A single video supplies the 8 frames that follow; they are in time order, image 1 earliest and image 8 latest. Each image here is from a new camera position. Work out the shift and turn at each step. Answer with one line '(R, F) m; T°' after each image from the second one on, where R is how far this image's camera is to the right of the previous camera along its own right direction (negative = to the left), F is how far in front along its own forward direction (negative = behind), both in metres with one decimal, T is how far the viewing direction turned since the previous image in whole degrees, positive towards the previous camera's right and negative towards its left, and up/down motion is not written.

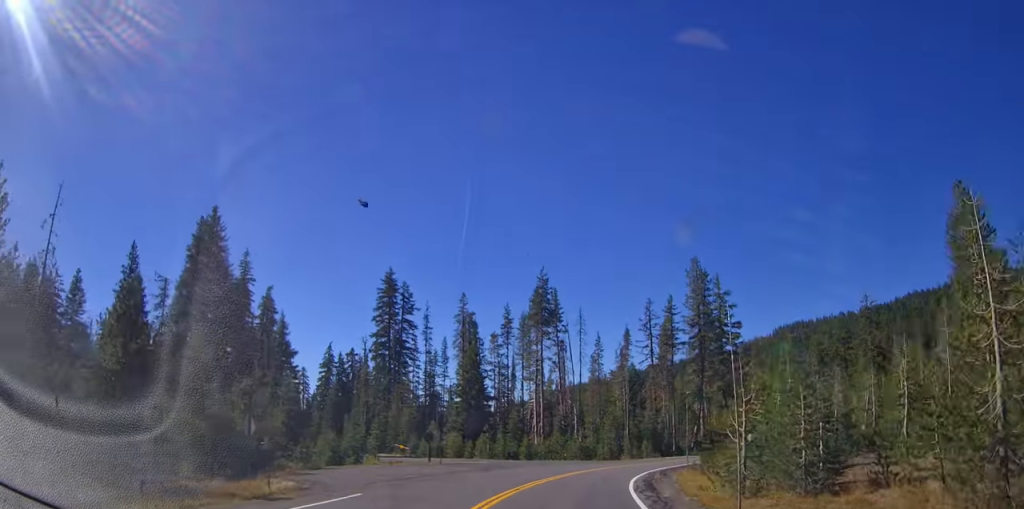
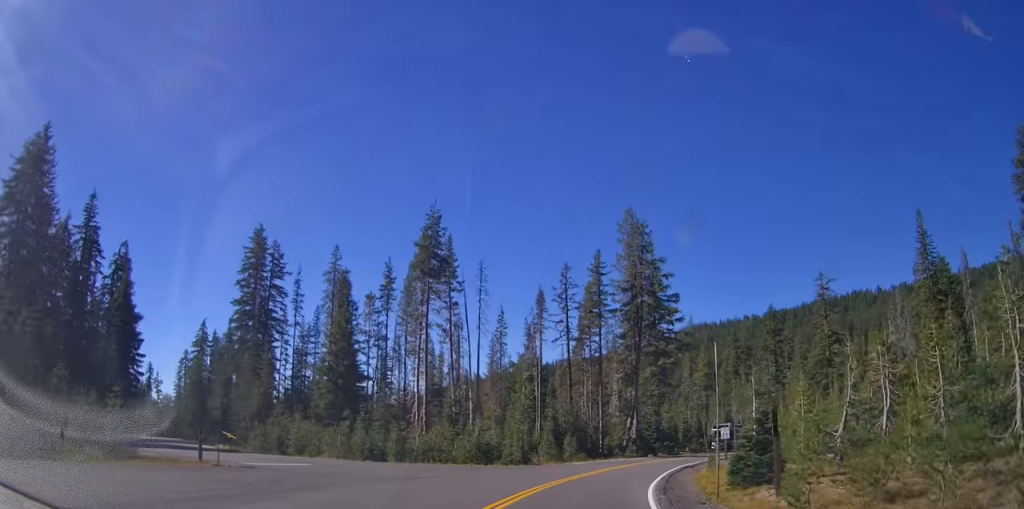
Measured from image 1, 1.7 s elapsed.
(+0.4, +19.2) m; +1°
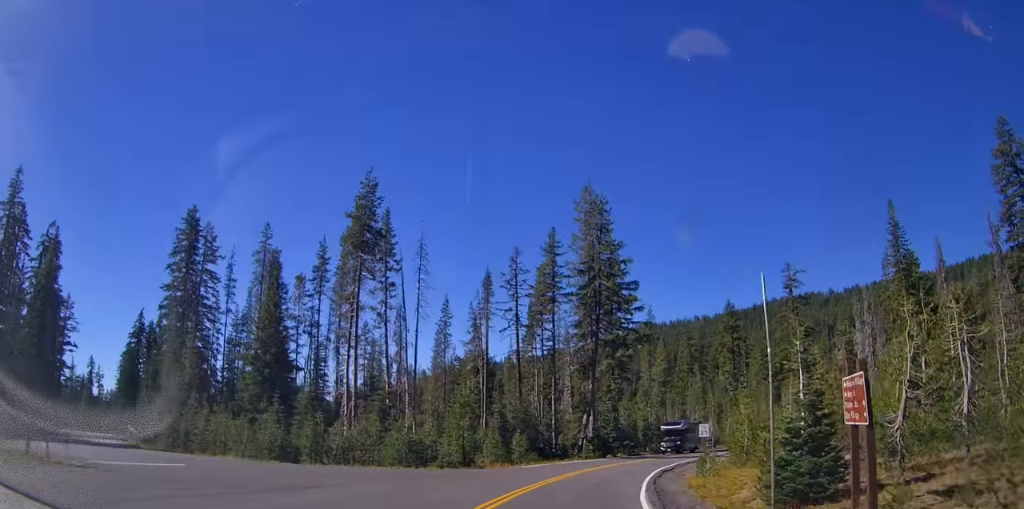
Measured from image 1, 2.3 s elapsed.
(0.0, +6.6) m; 0°
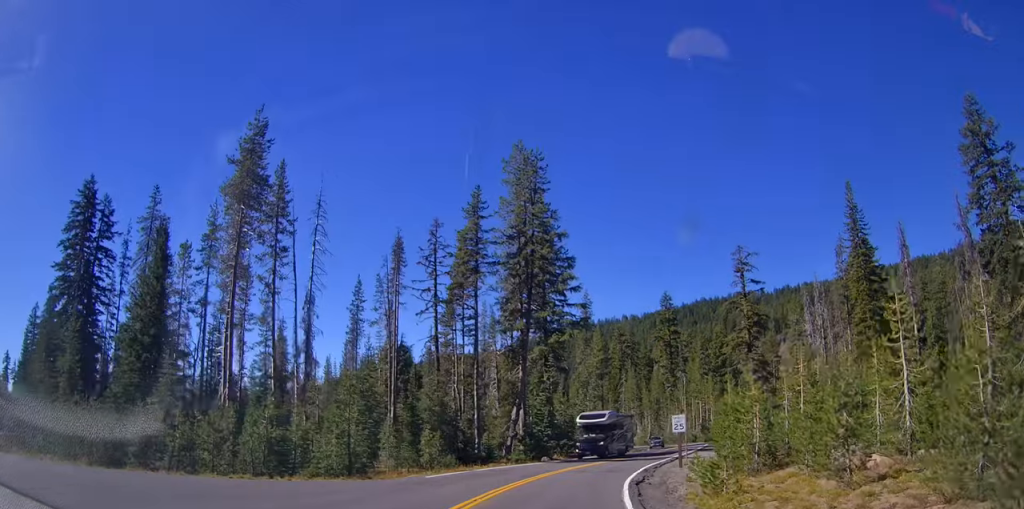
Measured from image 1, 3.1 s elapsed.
(0.0, +9.4) m; 0°
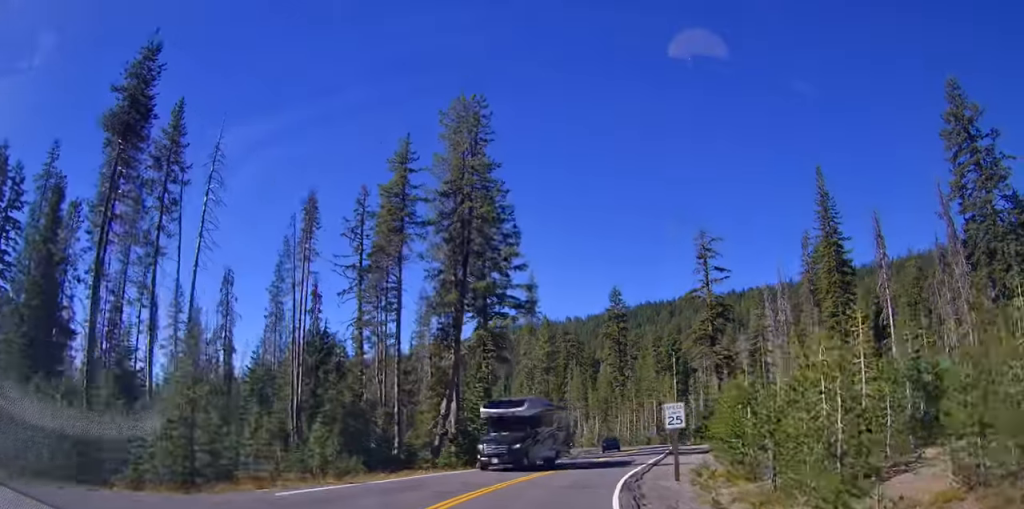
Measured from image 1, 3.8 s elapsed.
(0.0, +8.5) m; 0°
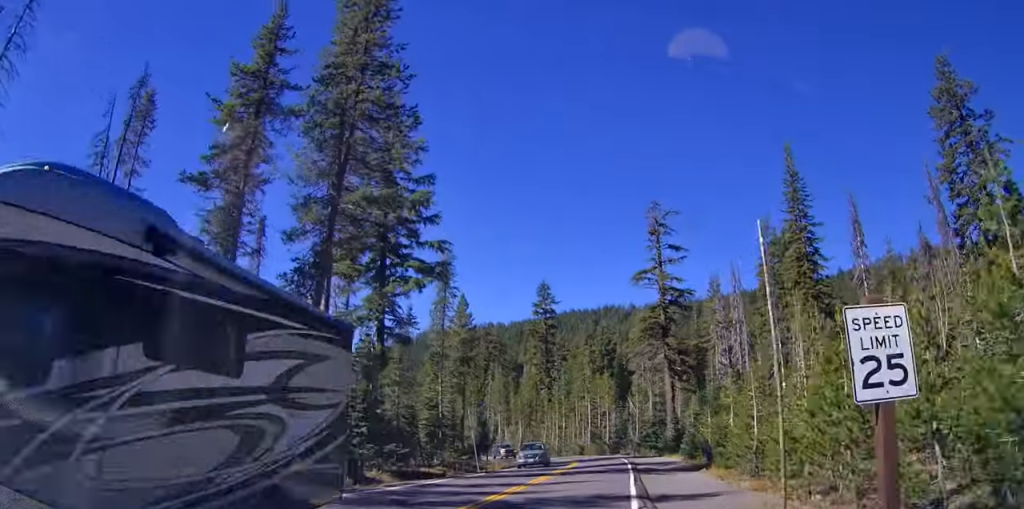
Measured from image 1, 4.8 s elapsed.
(0.0, +13.3) m; +1°
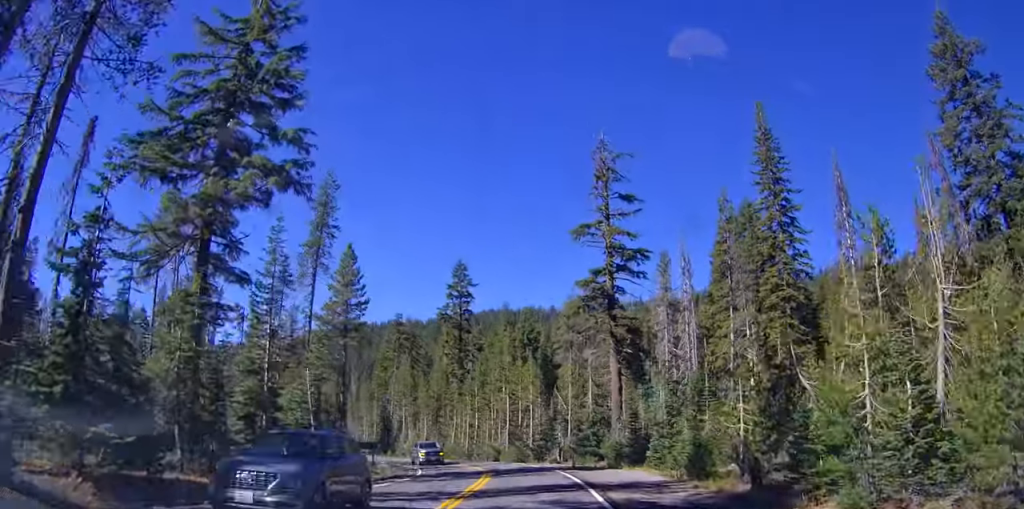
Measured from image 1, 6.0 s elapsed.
(+0.1, +14.9) m; +12°
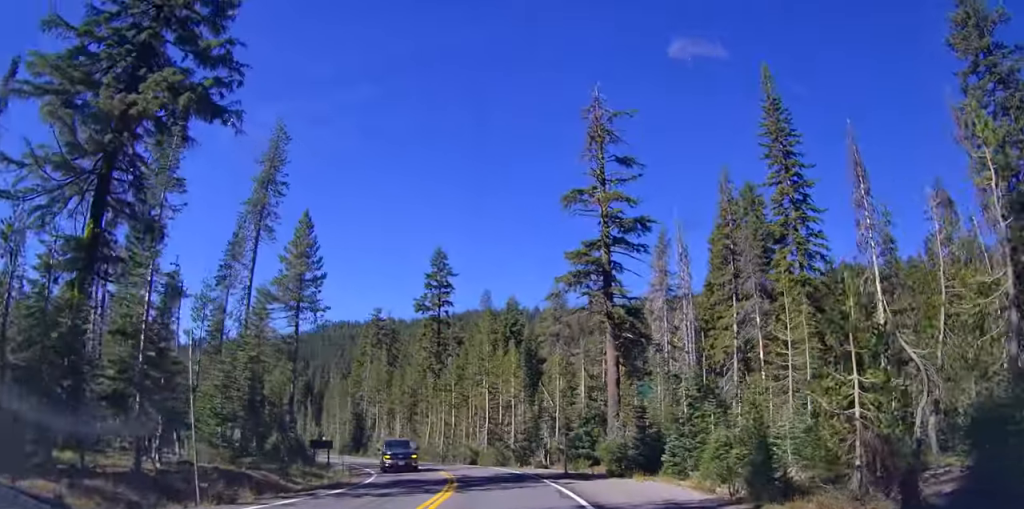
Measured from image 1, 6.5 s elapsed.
(+1.0, +6.9) m; +5°
